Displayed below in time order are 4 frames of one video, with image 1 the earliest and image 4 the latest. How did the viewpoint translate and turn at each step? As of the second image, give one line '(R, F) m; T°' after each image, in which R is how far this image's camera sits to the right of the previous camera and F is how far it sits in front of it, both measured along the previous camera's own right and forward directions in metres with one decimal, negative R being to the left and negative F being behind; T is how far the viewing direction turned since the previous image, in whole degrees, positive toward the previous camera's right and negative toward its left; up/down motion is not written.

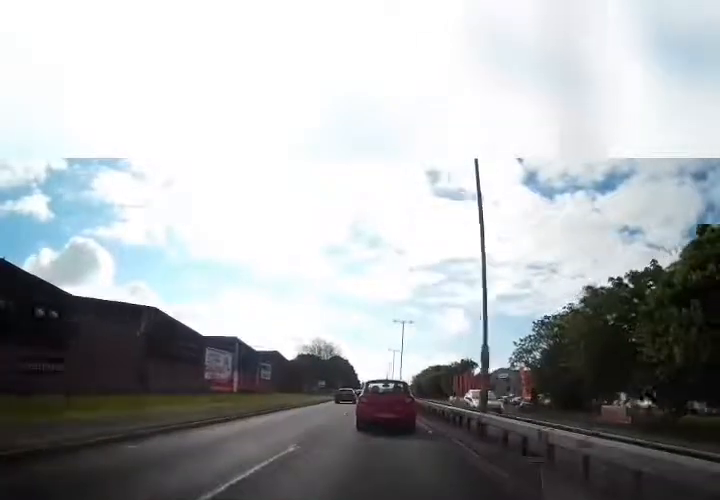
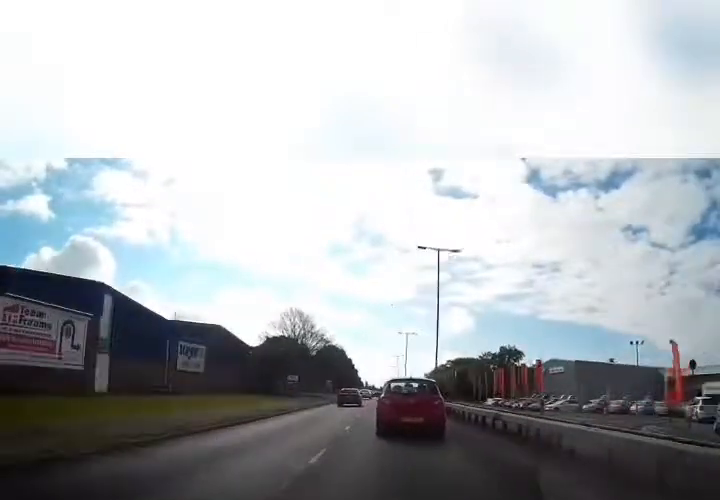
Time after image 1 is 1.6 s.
(-0.4, +28.7) m; -1°
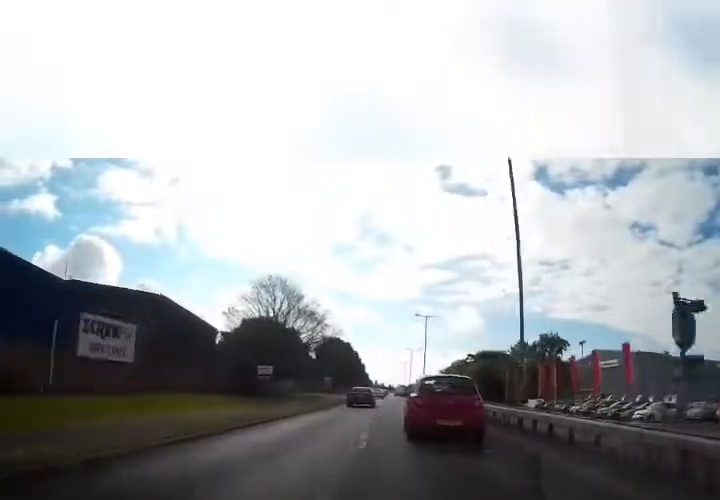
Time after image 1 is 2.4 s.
(0.0, +14.5) m; -1°
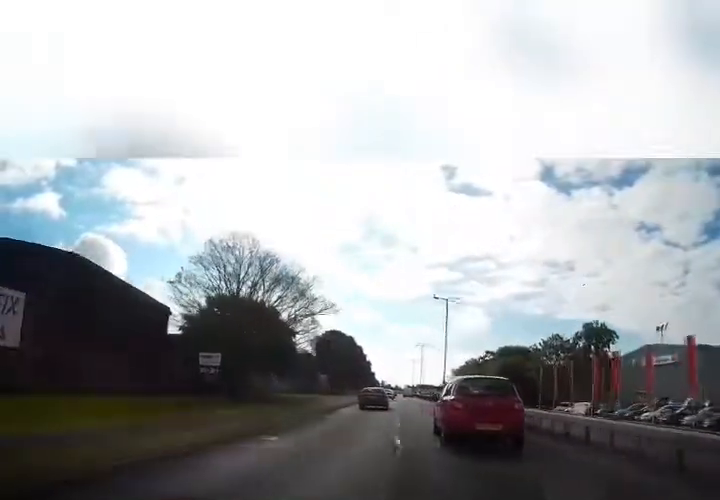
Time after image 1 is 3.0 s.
(-0.2, +11.1) m; +1°
